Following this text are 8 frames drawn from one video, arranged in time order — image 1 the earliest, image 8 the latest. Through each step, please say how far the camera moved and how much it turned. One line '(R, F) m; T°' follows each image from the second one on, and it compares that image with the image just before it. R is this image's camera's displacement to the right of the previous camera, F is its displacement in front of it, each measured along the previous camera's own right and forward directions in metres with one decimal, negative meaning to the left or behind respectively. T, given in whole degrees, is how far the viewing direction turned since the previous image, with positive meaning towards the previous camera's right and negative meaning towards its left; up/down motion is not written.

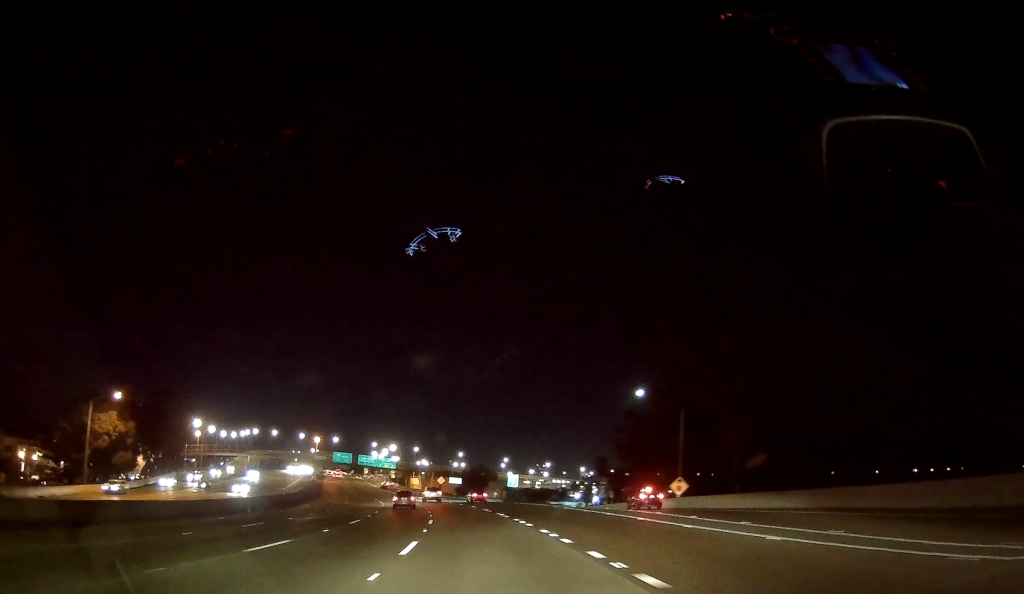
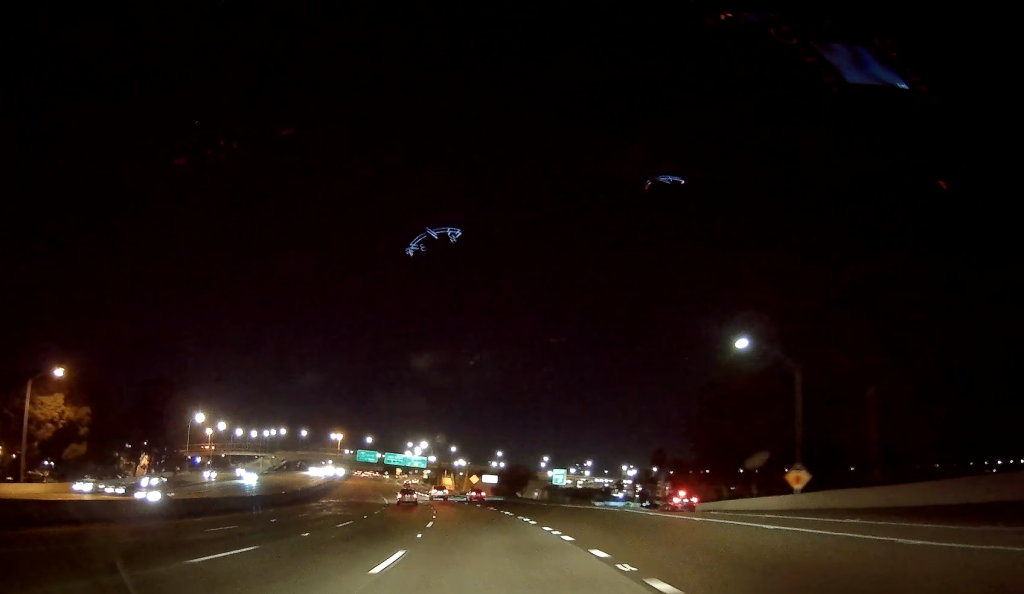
(0.0, +19.0) m; -3°
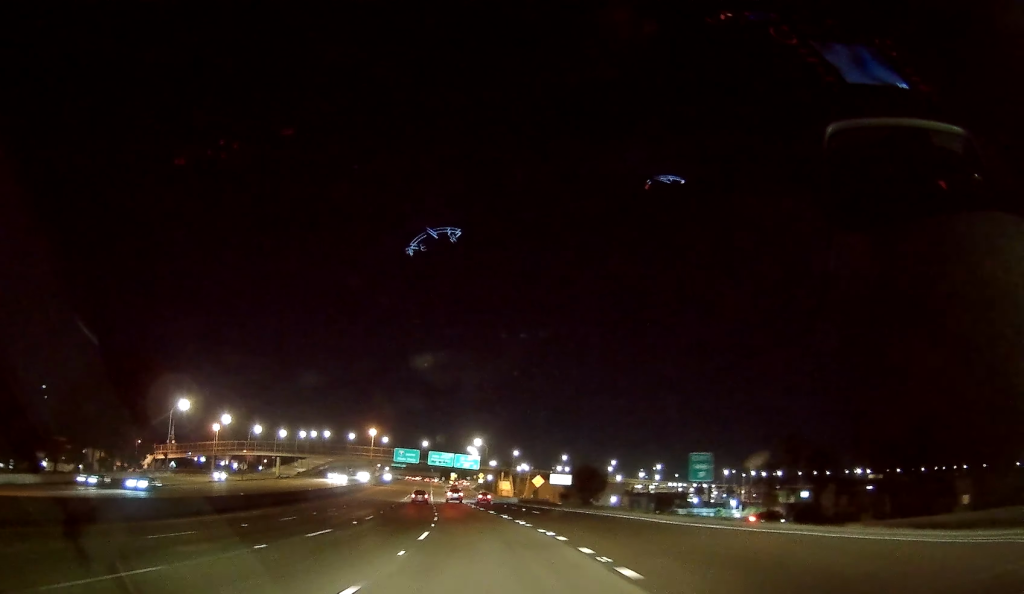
(-3.0, +34.6) m; -8°
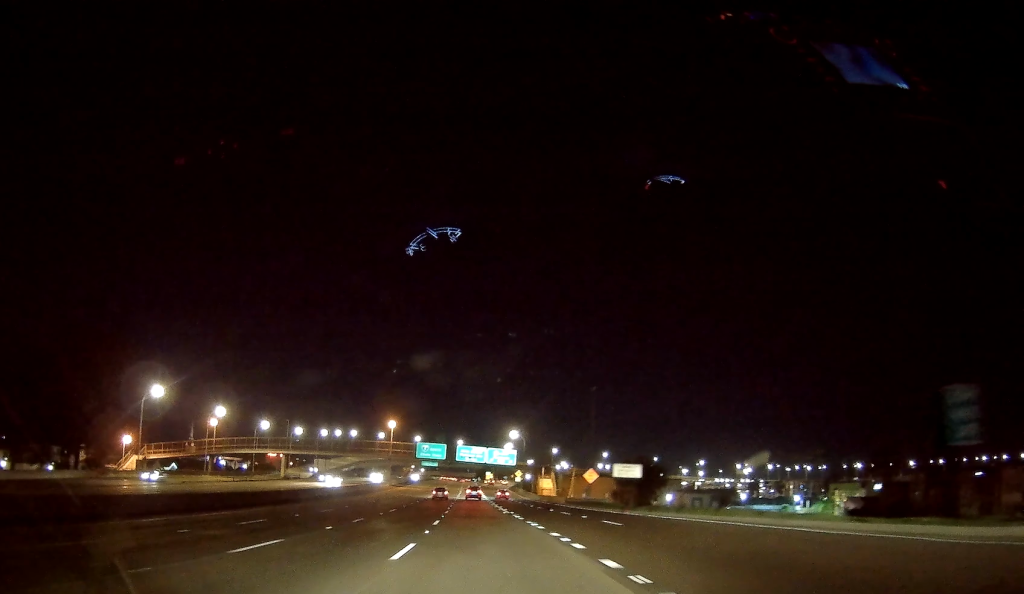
(0.0, +21.5) m; -1°
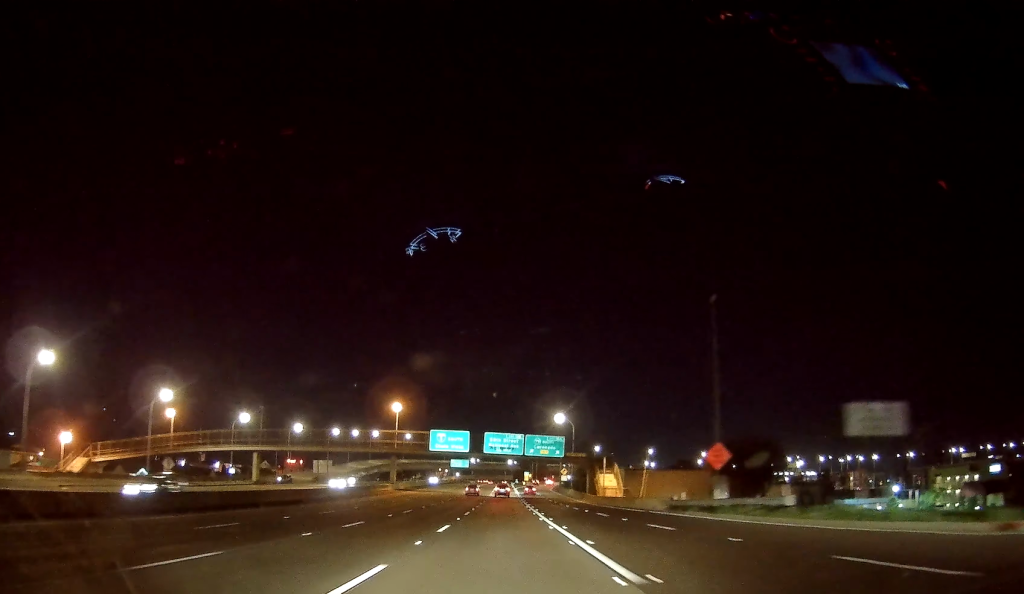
(-1.2, +34.6) m; -4°
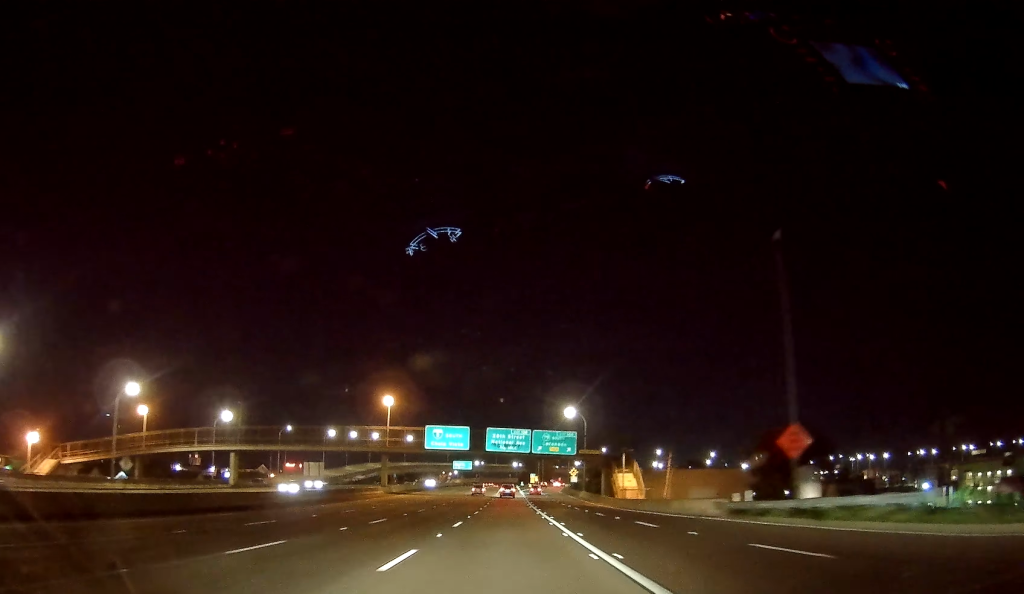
(-0.1, +10.8) m; -1°
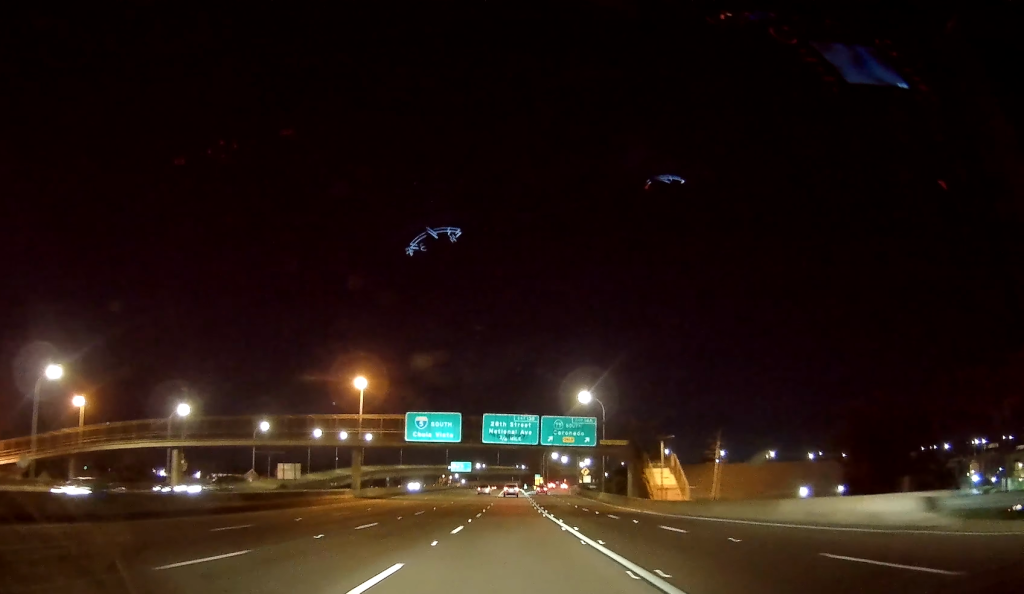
(0.0, +17.9) m; 0°
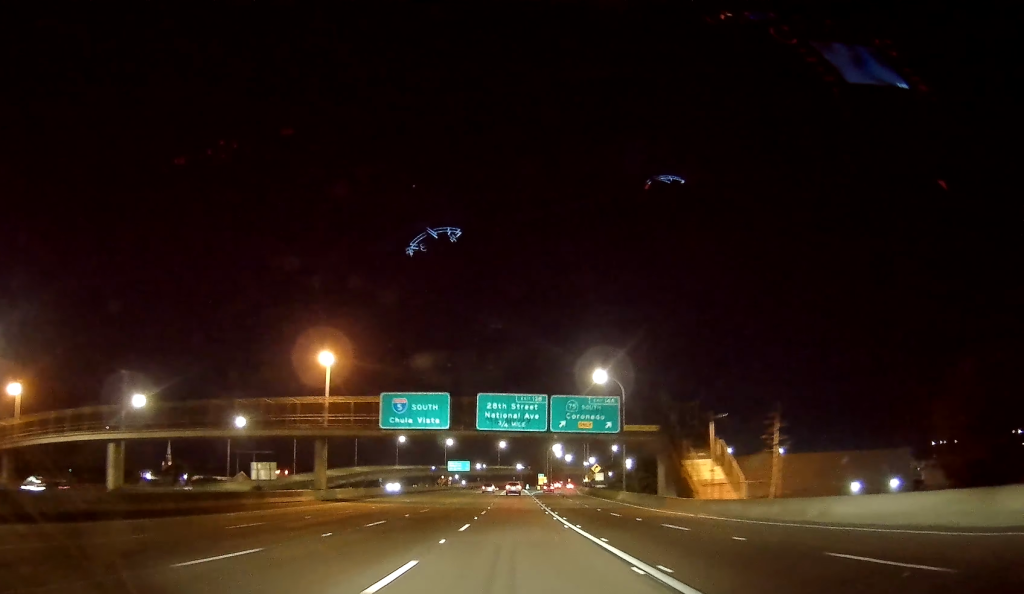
(0.0, +14.1) m; 0°
